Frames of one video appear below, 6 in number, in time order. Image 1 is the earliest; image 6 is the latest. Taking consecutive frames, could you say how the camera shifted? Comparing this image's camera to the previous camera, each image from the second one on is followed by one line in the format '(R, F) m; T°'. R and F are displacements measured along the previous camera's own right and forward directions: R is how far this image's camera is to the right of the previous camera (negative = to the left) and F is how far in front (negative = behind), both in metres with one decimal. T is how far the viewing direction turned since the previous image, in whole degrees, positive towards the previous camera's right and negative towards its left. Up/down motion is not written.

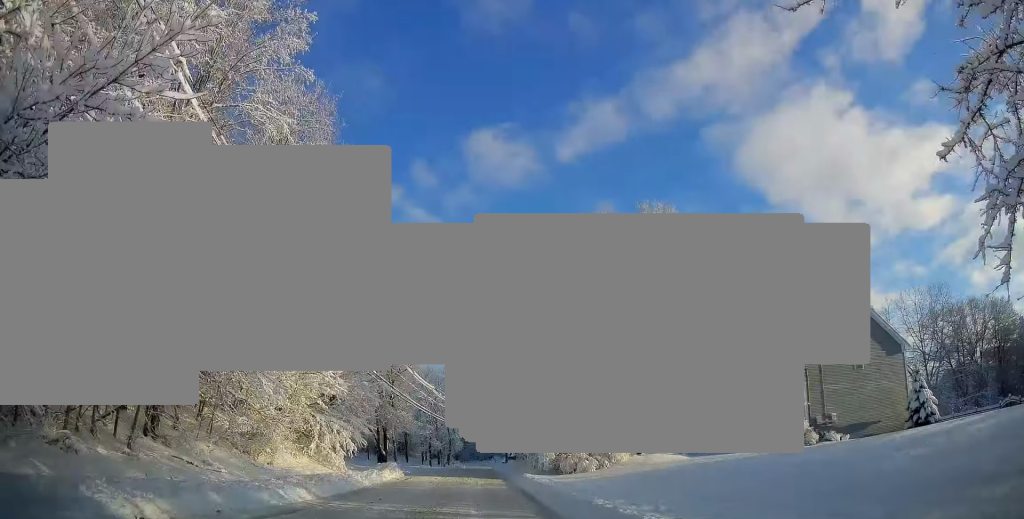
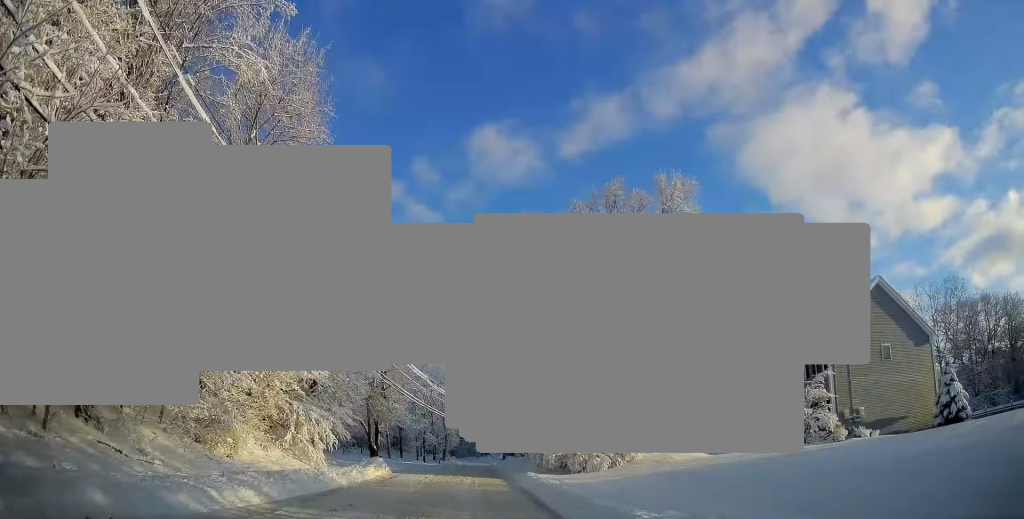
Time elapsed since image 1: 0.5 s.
(-0.1, +3.1) m; -1°
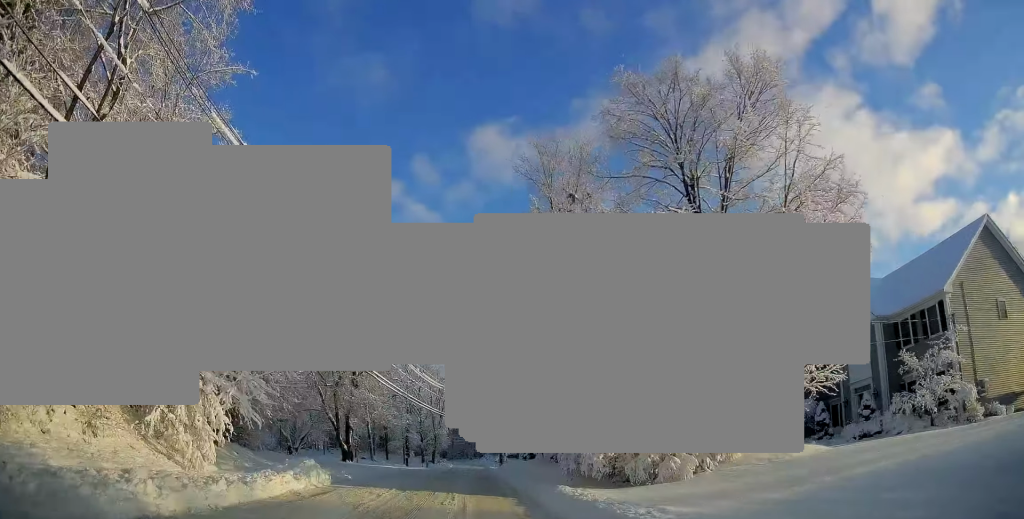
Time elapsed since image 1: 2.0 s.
(0.0, +10.4) m; 0°
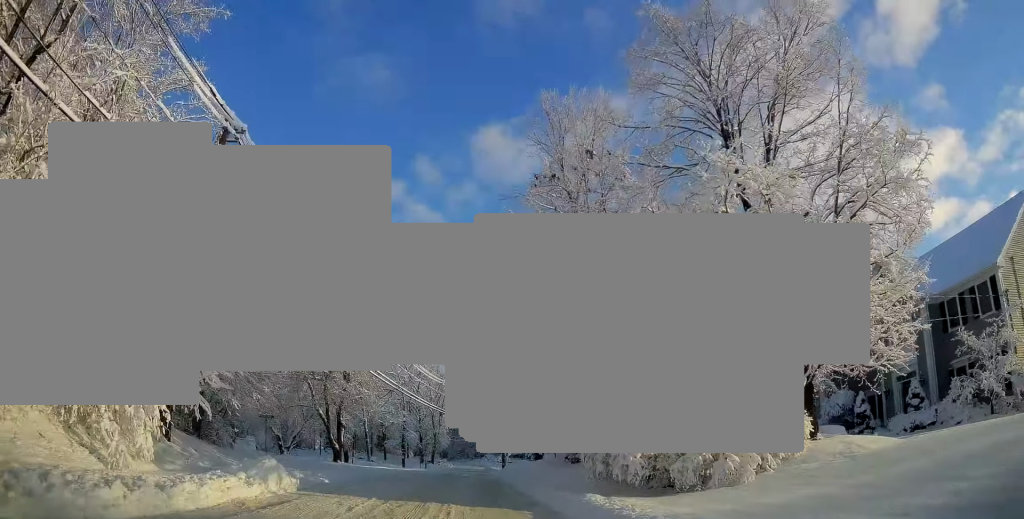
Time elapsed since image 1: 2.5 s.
(0.0, +3.3) m; 0°
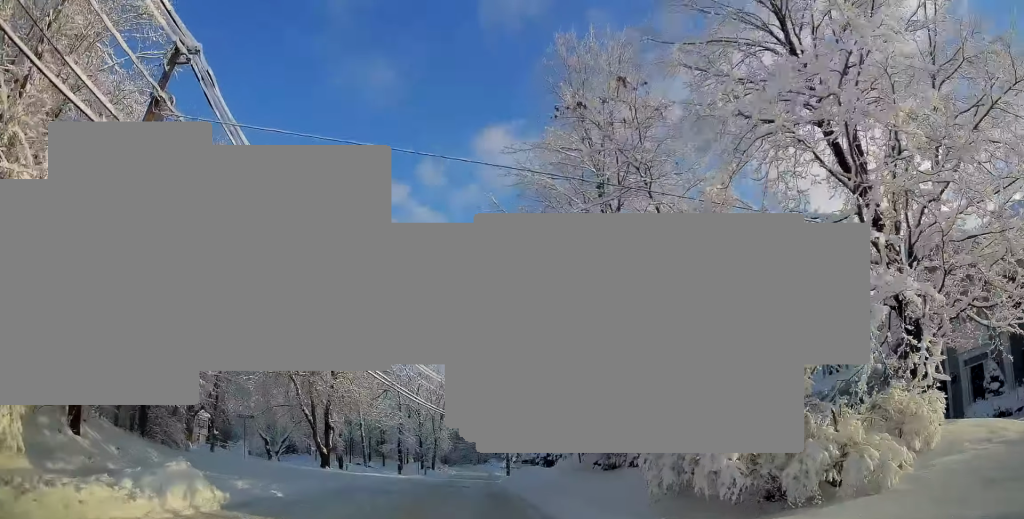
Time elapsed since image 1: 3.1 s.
(0.0, +4.4) m; +3°
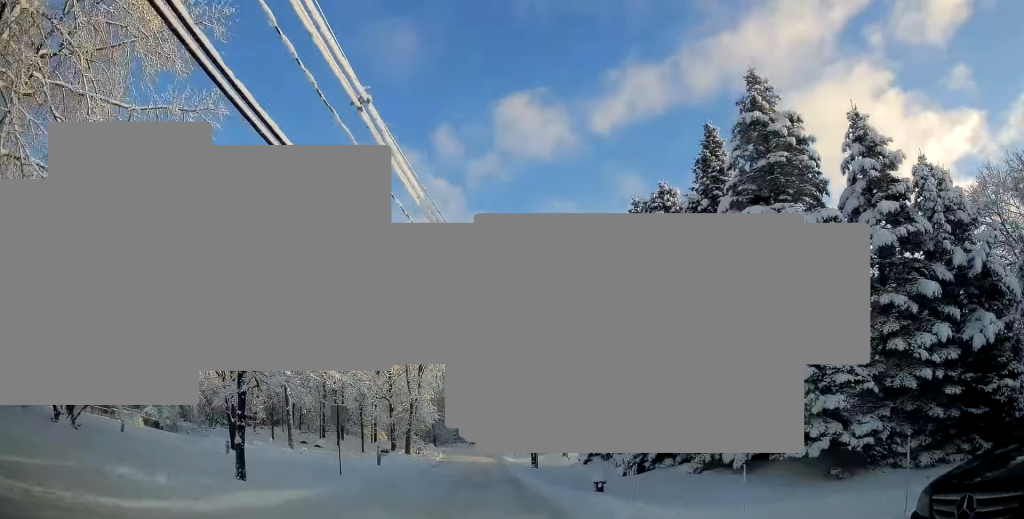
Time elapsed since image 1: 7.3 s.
(+1.0, +33.3) m; +4°
